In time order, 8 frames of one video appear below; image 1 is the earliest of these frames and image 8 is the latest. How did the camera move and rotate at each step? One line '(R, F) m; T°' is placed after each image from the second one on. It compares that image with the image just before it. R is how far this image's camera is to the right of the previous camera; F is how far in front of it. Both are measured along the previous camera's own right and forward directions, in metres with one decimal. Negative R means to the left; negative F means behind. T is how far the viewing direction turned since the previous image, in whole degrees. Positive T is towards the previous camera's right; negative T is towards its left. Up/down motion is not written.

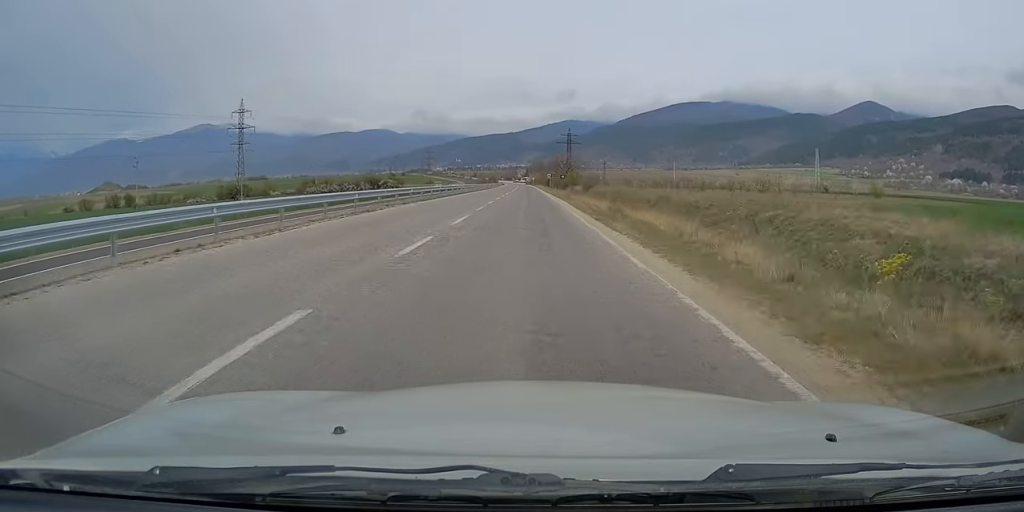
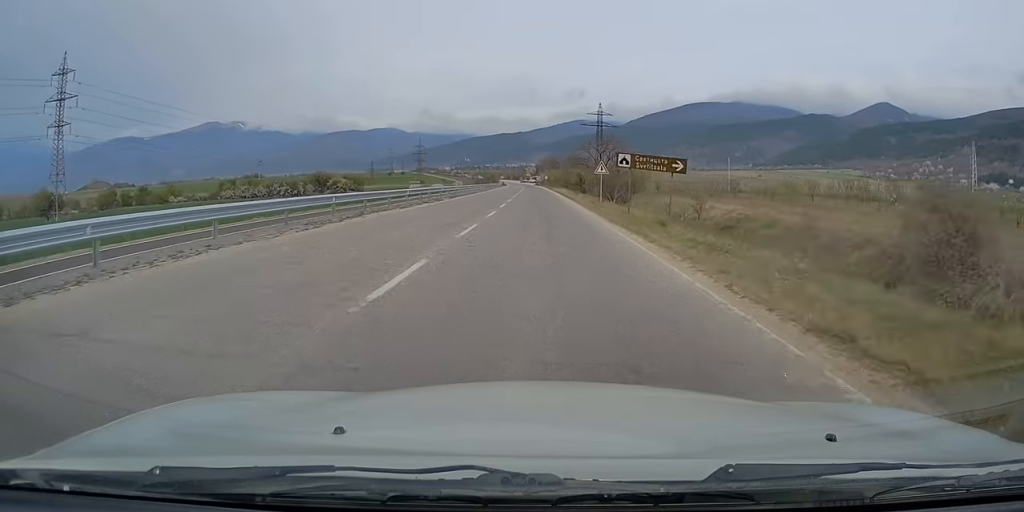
(-0.4, +65.4) m; -1°
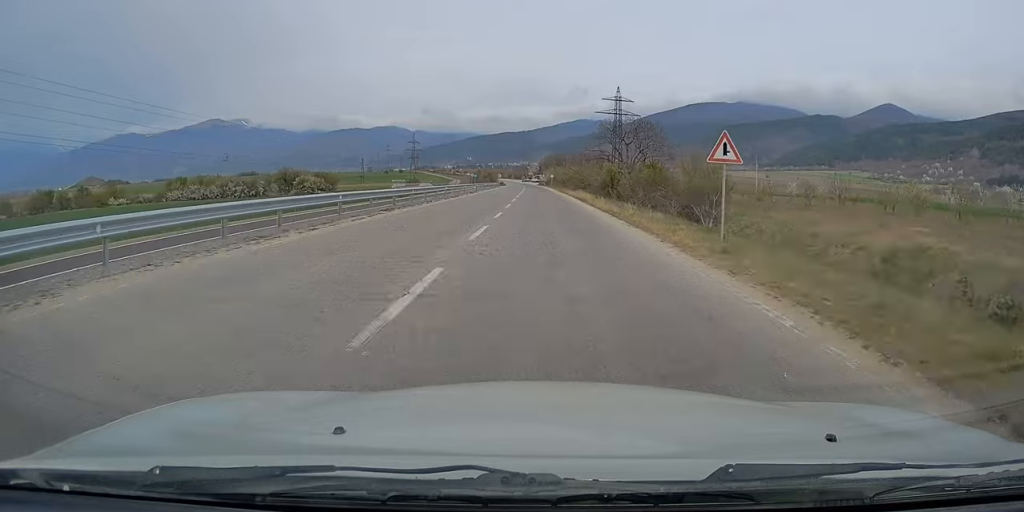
(-0.1, +24.1) m; 0°
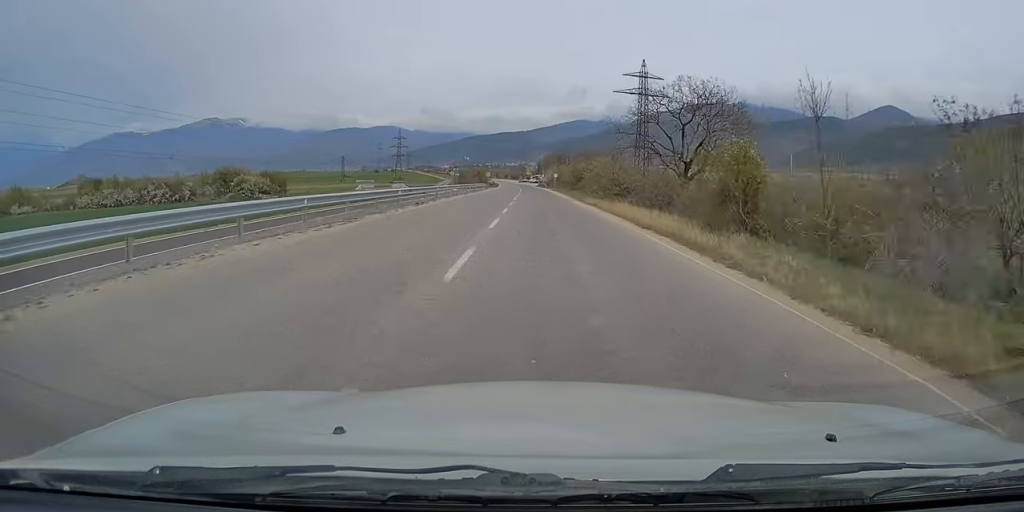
(+0.1, +27.6) m; 0°
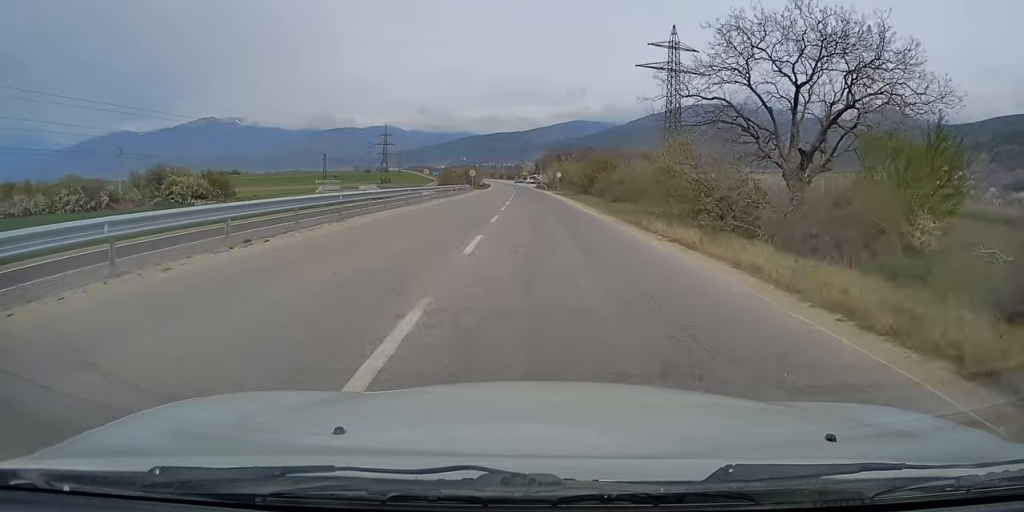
(-0.1, +20.4) m; 0°
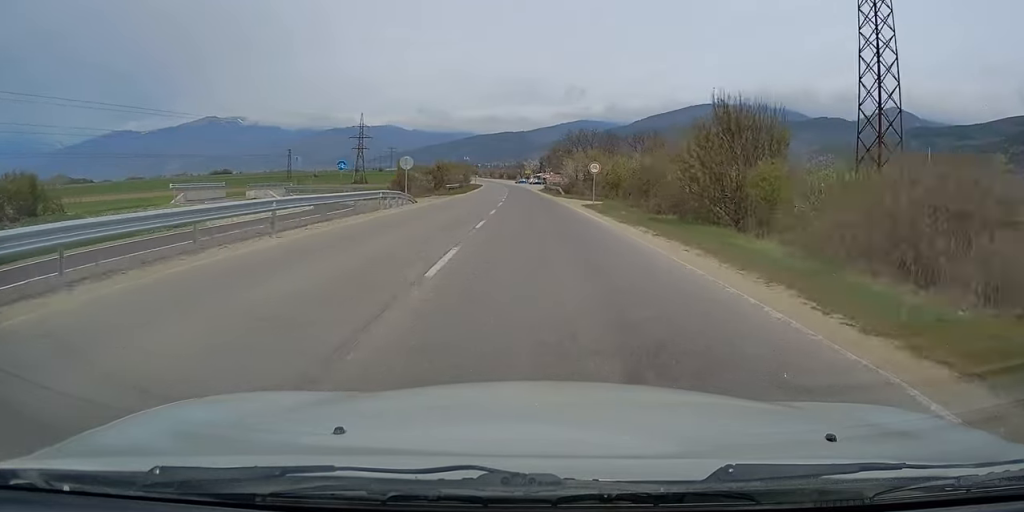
(+0.3, +41.1) m; 0°
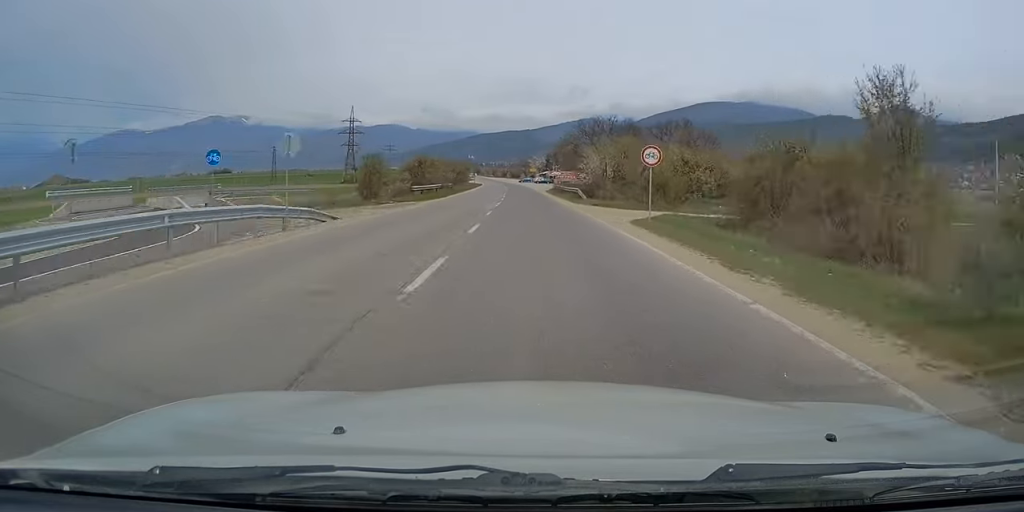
(0.0, +17.0) m; 0°
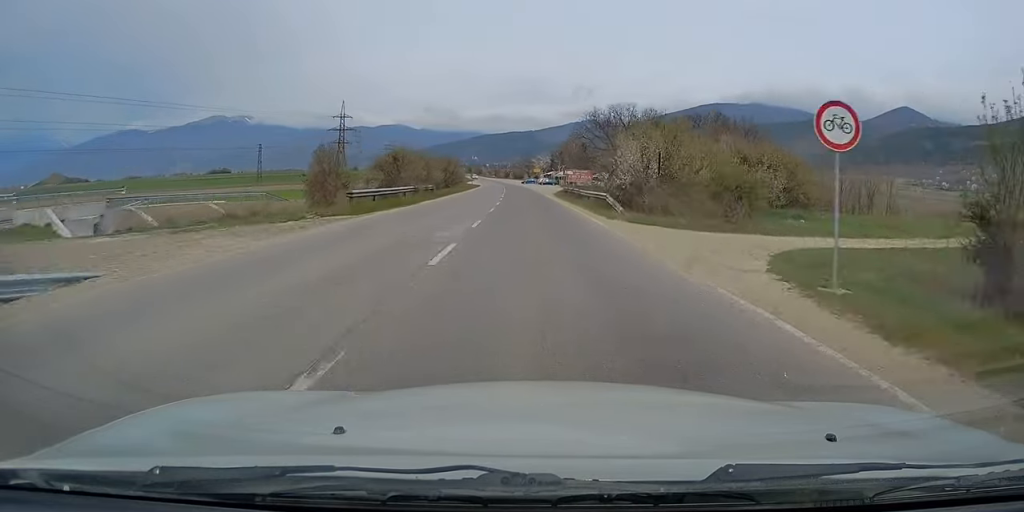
(-0.2, +13.4) m; 0°
